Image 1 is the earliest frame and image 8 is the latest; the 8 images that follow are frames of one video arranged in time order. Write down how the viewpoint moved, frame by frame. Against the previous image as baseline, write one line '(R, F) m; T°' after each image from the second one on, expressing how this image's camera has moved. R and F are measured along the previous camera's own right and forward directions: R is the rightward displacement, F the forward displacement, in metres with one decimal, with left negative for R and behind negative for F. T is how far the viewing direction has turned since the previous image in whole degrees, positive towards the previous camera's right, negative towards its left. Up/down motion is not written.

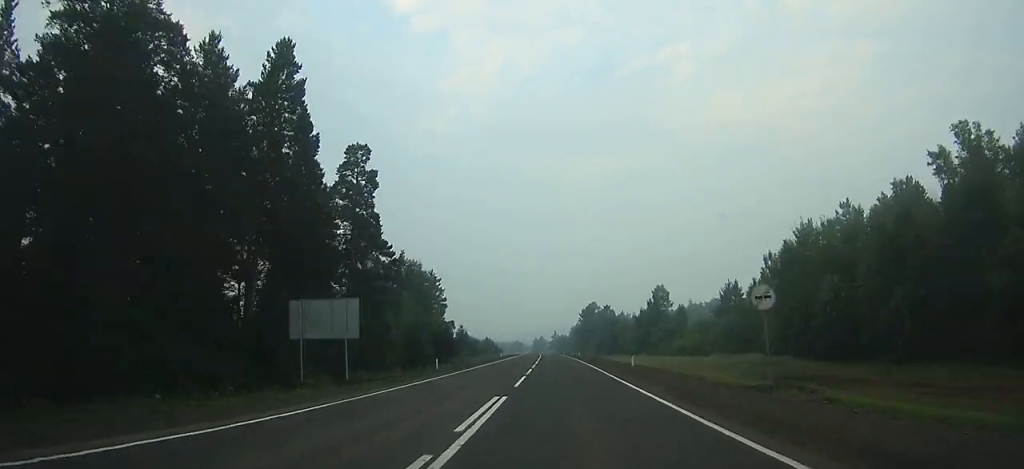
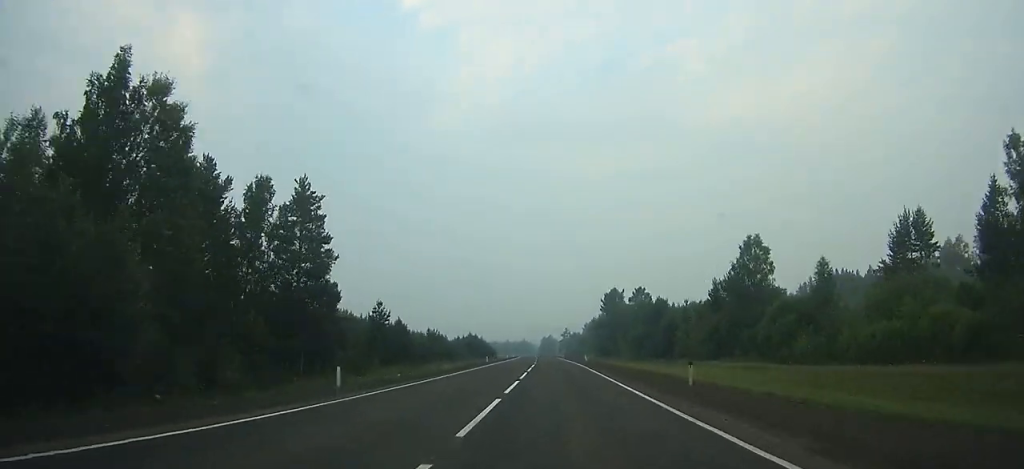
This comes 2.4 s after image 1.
(-0.4, +64.2) m; -1°
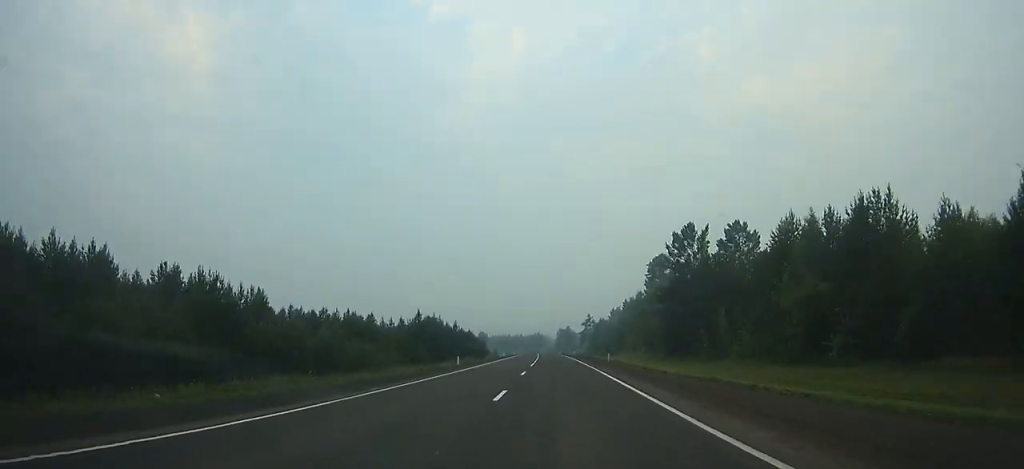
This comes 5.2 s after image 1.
(-0.9, +73.7) m; -2°
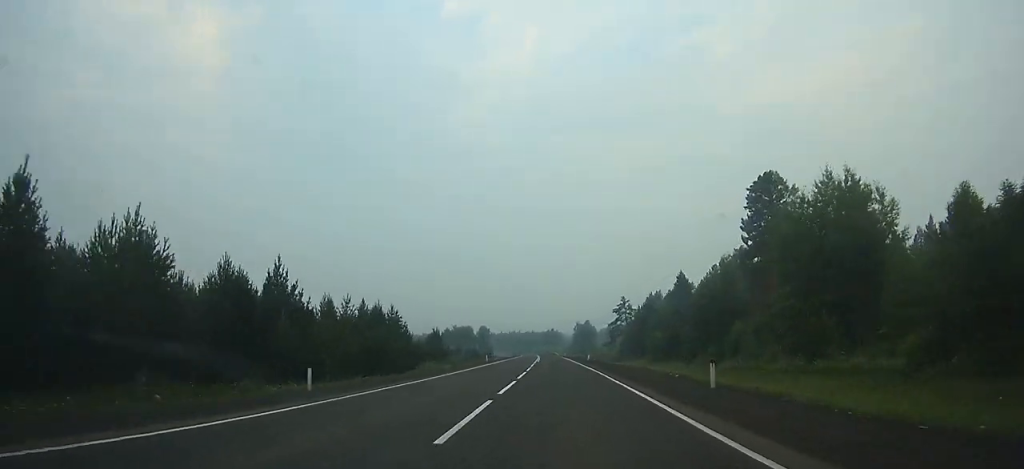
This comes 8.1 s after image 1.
(-1.3, +77.0) m; -2°
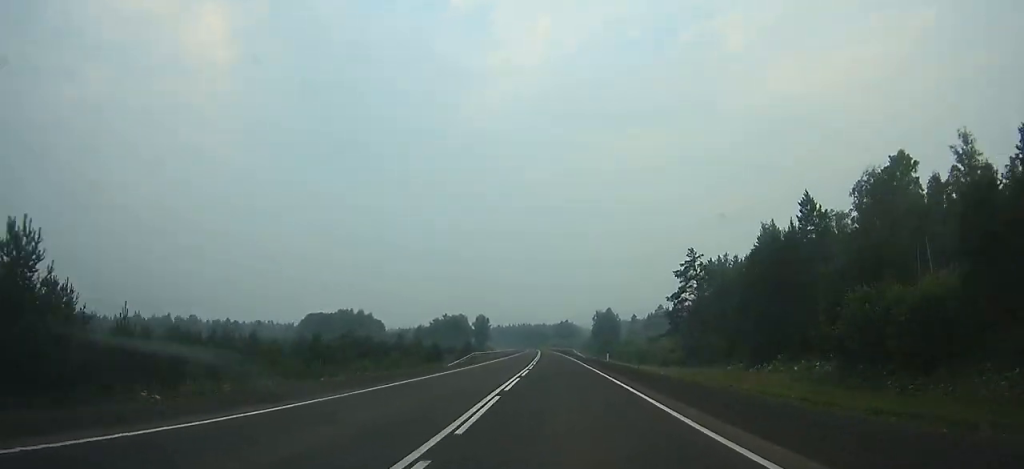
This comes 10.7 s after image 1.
(-0.7, +72.3) m; -1°
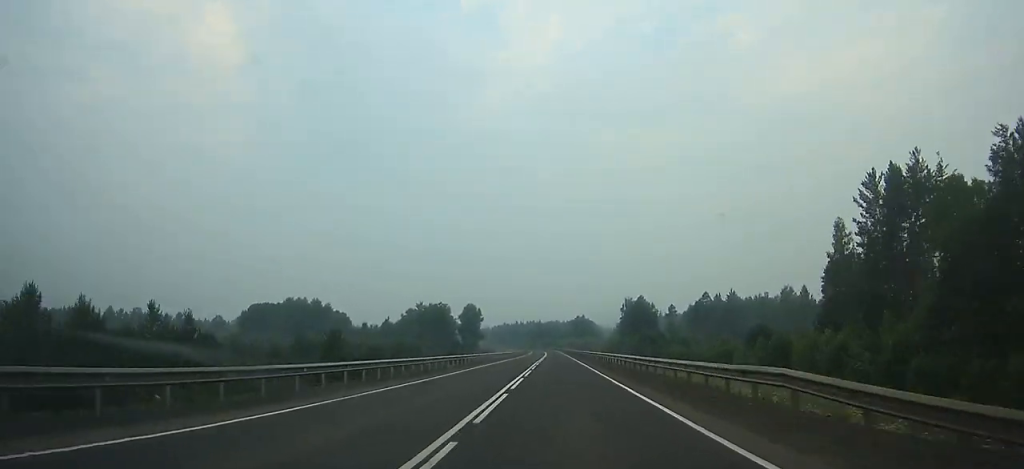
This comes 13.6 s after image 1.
(-1.0, +80.6) m; -1°
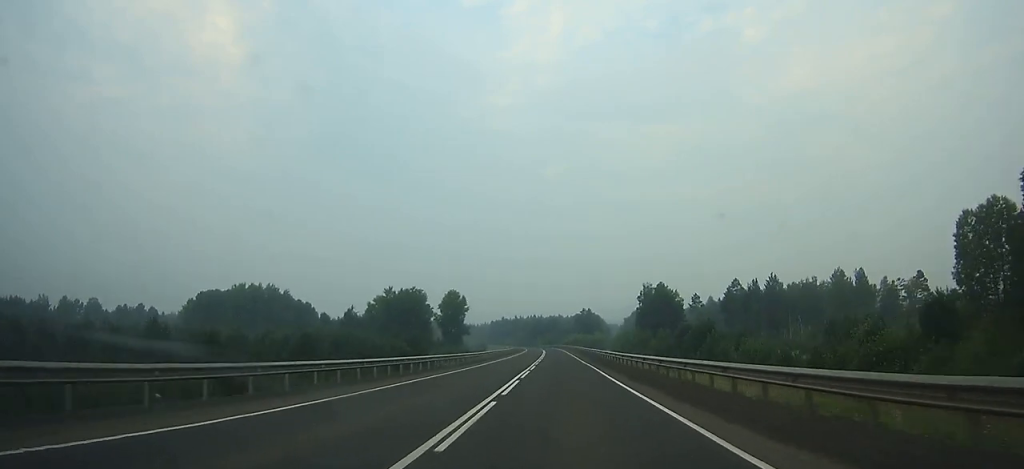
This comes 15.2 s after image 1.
(-0.4, +43.4) m; -1°
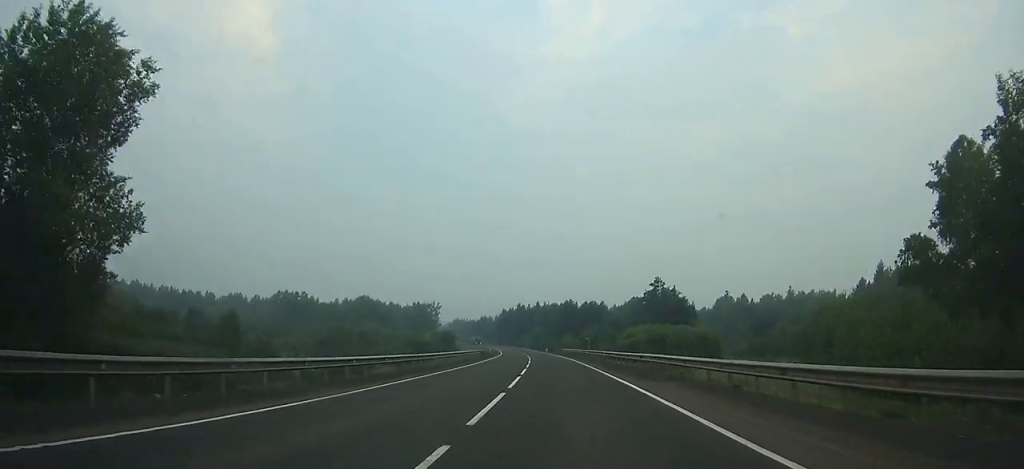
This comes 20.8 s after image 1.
(-3.8, +148.5) m; -4°
